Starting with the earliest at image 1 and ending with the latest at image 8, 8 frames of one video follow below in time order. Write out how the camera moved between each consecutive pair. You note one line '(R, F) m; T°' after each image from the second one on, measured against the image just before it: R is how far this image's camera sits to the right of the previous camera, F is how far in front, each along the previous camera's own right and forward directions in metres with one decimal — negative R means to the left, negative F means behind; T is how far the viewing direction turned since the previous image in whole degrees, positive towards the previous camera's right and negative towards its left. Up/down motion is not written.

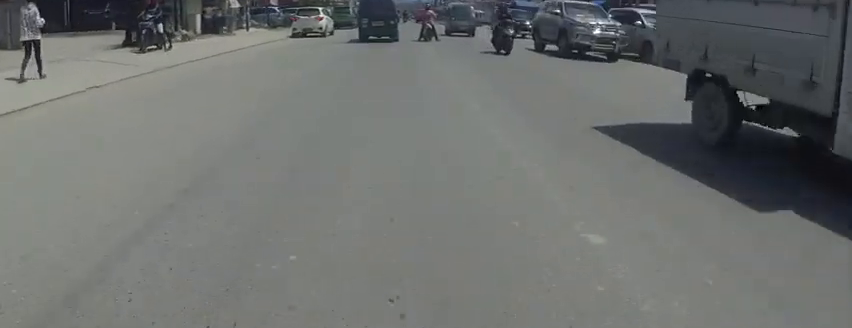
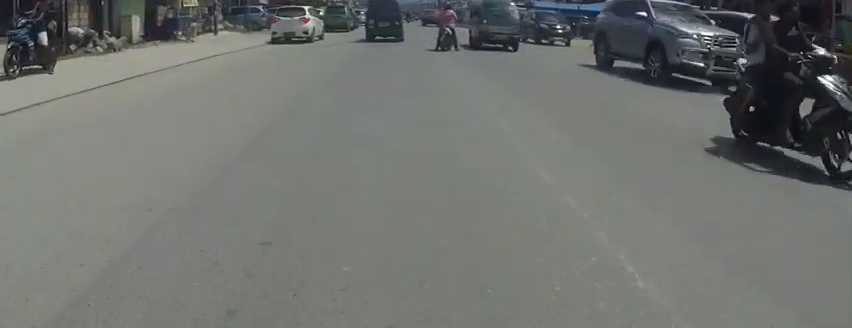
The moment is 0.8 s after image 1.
(+0.2, +5.1) m; +2°
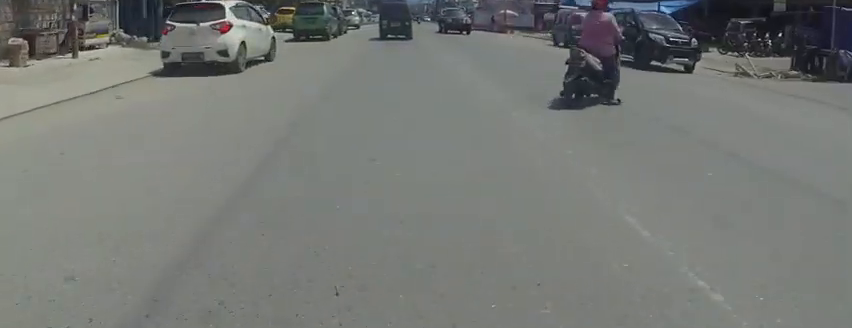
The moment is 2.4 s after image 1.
(+0.2, +9.9) m; +1°
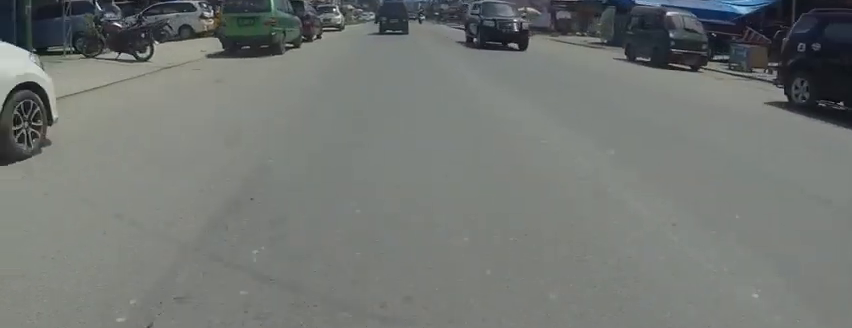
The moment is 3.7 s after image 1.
(0.0, +8.6) m; -1°
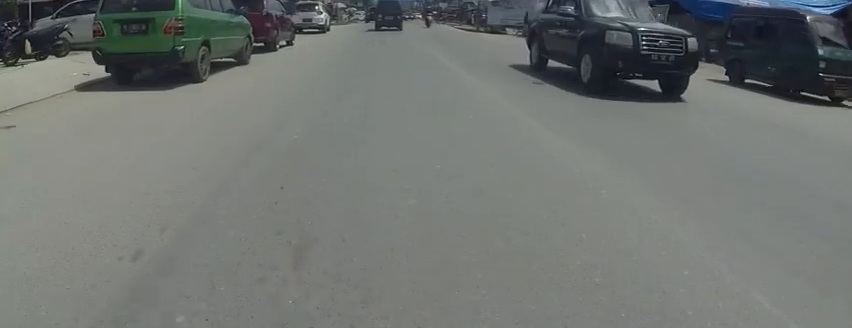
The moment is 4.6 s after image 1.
(-0.1, +6.0) m; -1°
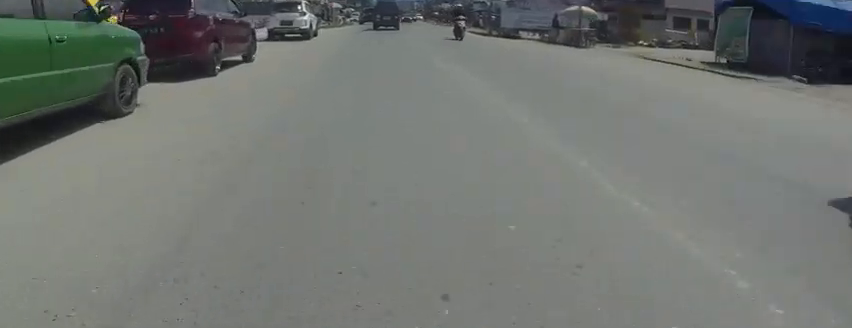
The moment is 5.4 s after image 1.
(-0.1, +5.4) m; -1°
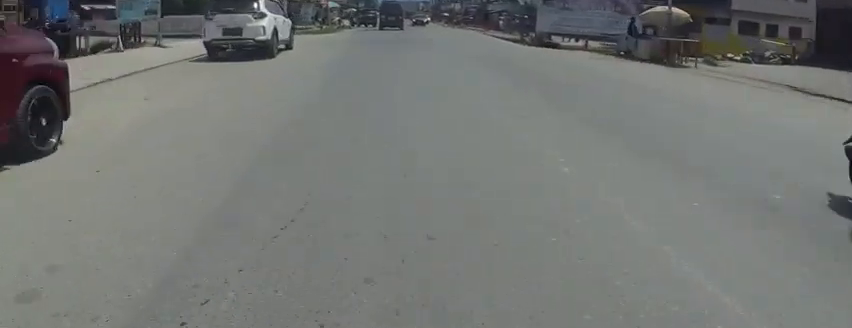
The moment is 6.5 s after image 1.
(0.0, +7.8) m; 0°
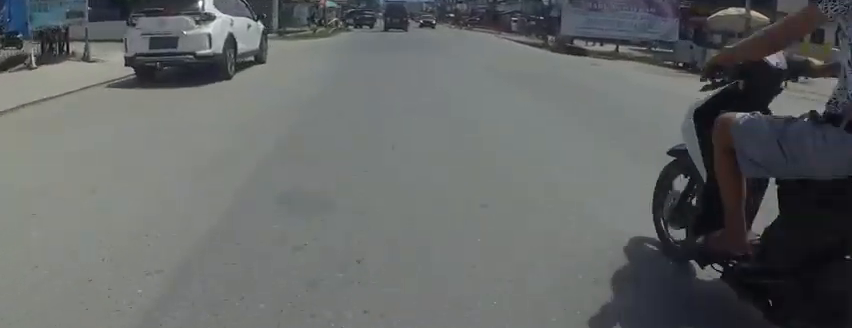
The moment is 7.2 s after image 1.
(0.0, +4.4) m; 0°
